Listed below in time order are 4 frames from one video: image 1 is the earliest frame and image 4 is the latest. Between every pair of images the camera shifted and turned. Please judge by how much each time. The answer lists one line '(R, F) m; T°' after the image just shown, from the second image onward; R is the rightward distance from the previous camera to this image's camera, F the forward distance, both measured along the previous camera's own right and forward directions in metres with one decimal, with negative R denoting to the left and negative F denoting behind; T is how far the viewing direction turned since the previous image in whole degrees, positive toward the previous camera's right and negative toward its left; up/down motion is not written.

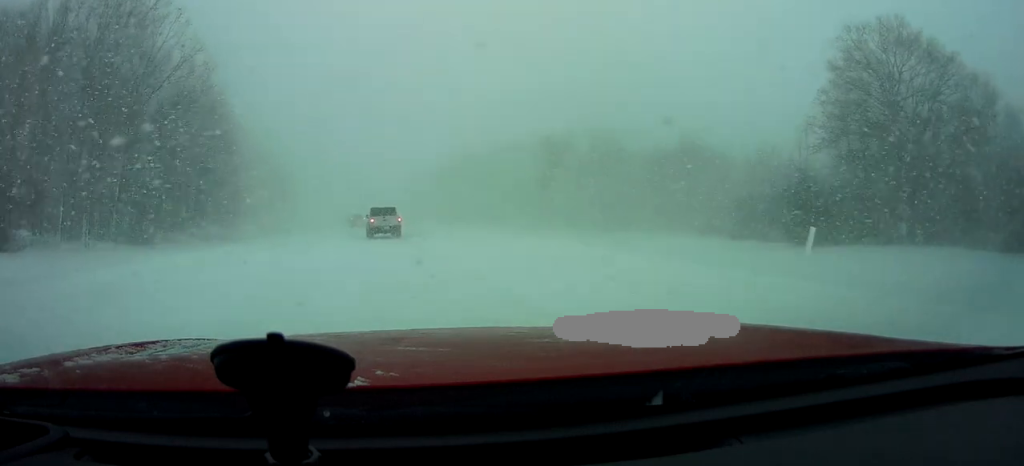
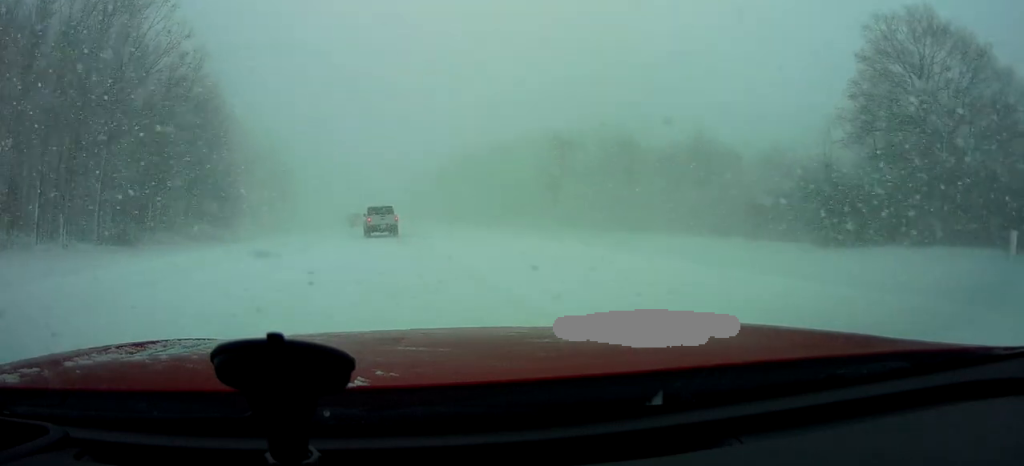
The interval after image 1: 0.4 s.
(-0.2, +3.1) m; -2°
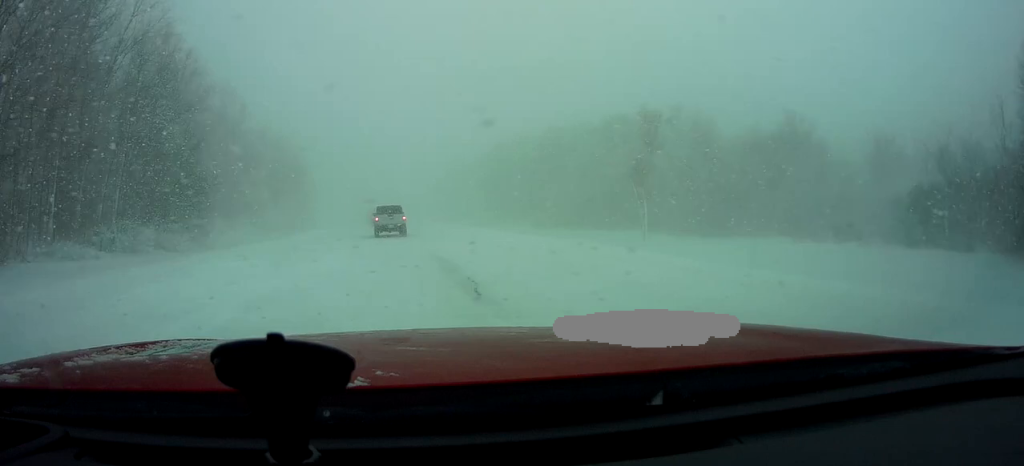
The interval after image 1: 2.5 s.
(-1.0, +16.8) m; -3°
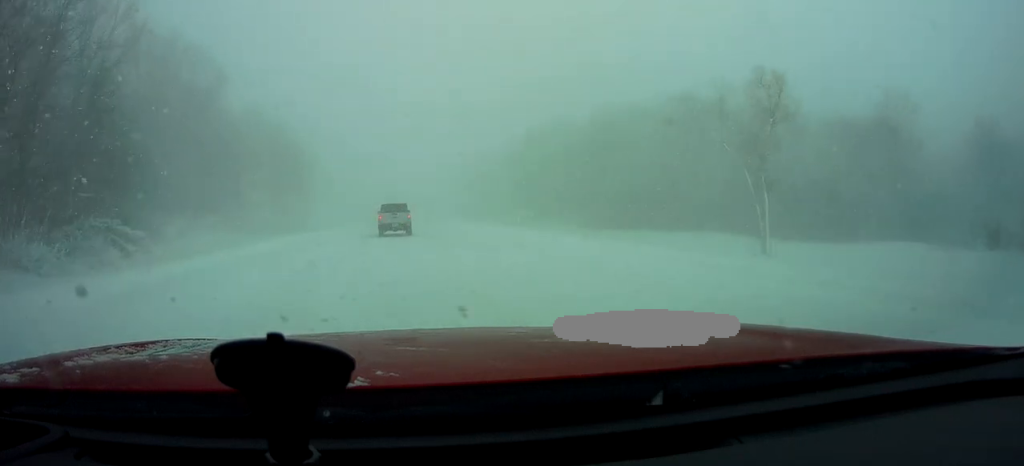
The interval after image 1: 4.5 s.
(-0.5, +15.6) m; -4°
